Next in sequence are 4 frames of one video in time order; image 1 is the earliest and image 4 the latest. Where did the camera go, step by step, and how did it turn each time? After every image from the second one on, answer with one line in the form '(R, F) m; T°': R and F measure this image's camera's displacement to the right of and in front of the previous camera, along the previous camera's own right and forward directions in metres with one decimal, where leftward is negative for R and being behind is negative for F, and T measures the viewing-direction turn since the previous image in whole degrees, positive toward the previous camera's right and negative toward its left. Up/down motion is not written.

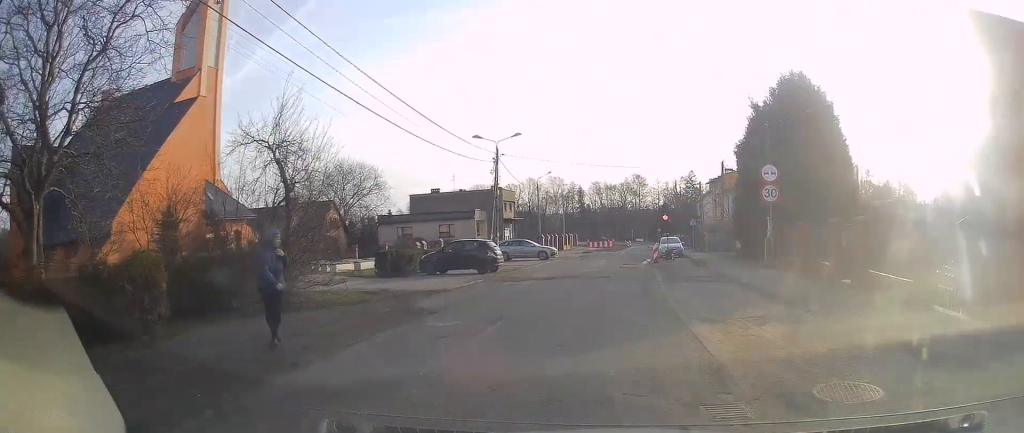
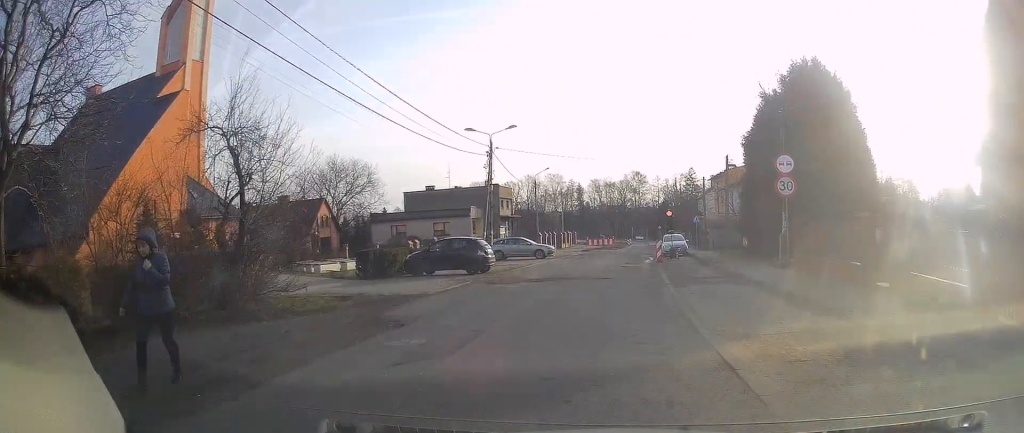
(-0.2, +1.7) m; 0°
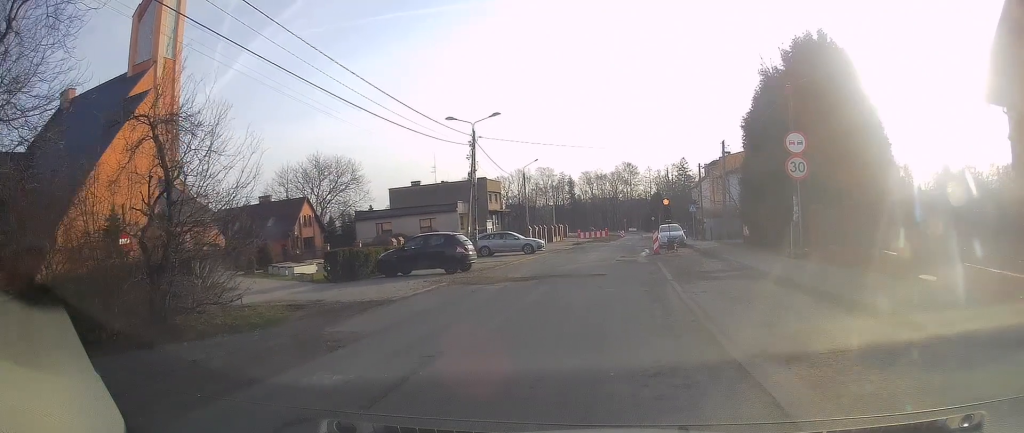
(+0.1, +1.9) m; +2°
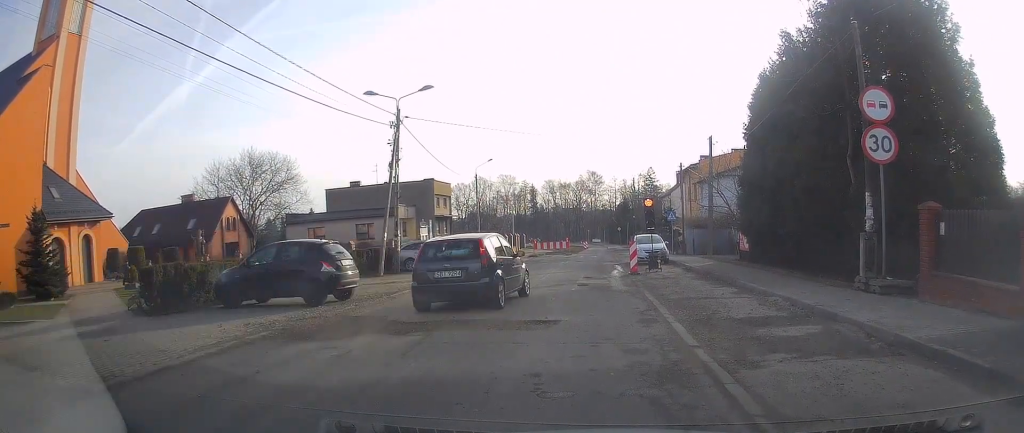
(-0.5, +7.8) m; -7°
